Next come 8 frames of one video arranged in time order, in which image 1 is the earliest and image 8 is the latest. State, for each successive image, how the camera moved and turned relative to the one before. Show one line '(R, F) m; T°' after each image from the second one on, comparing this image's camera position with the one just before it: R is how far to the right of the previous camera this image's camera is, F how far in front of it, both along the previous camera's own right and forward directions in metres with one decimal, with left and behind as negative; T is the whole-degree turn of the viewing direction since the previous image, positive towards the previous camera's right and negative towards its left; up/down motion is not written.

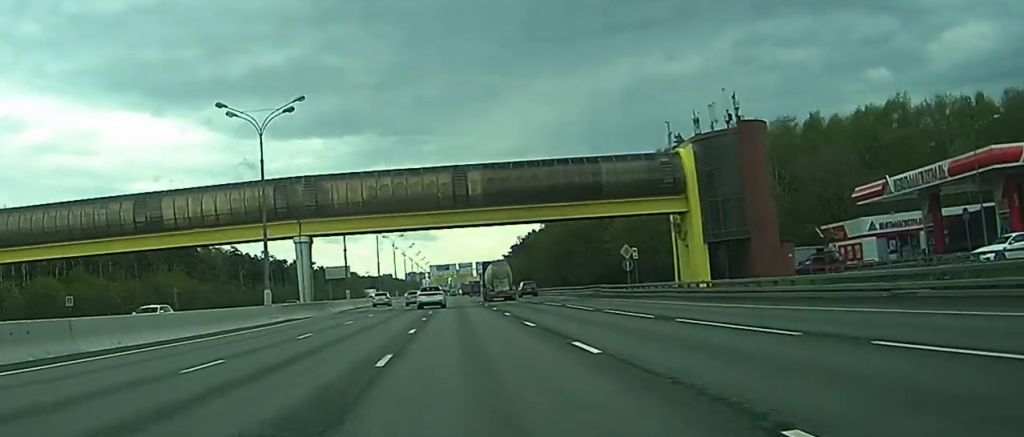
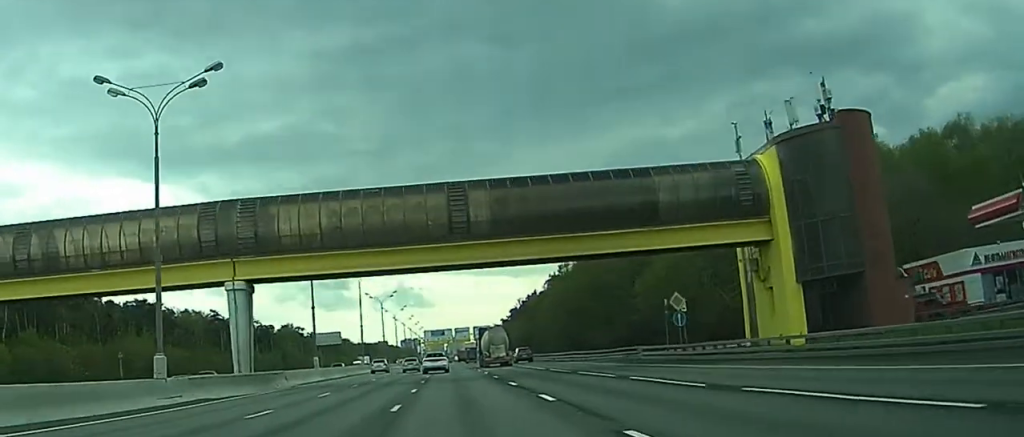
(0.0, +18.9) m; 0°
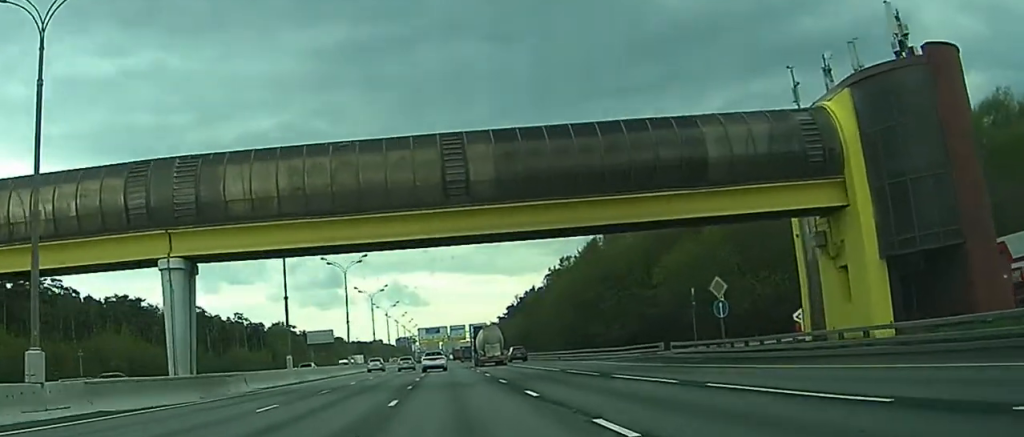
(0.0, +9.5) m; 0°
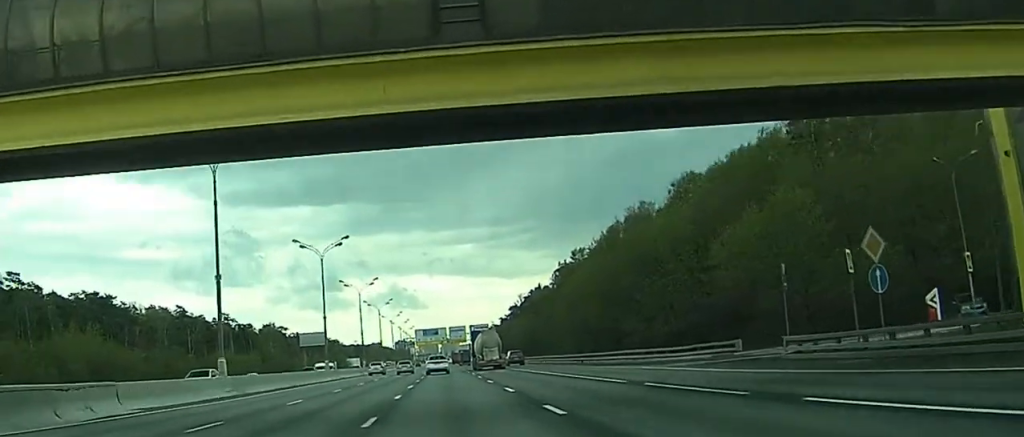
(0.0, +16.4) m; 0°
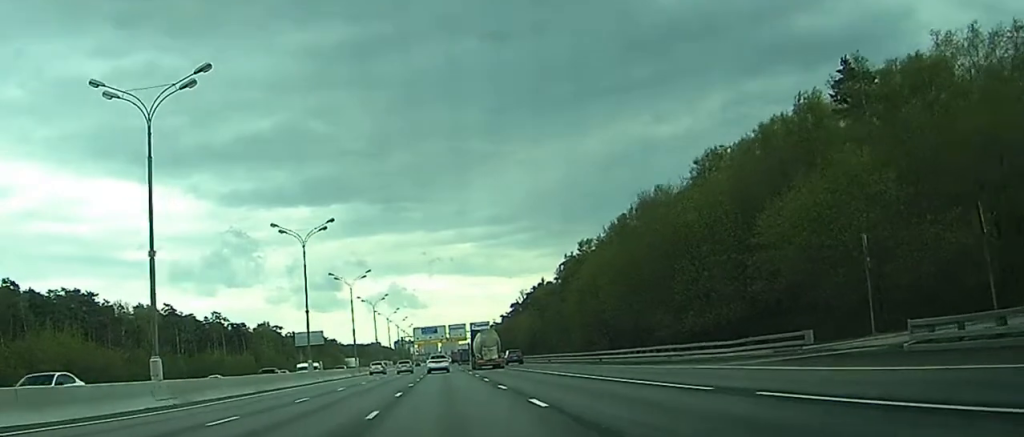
(0.0, +8.3) m; 0°
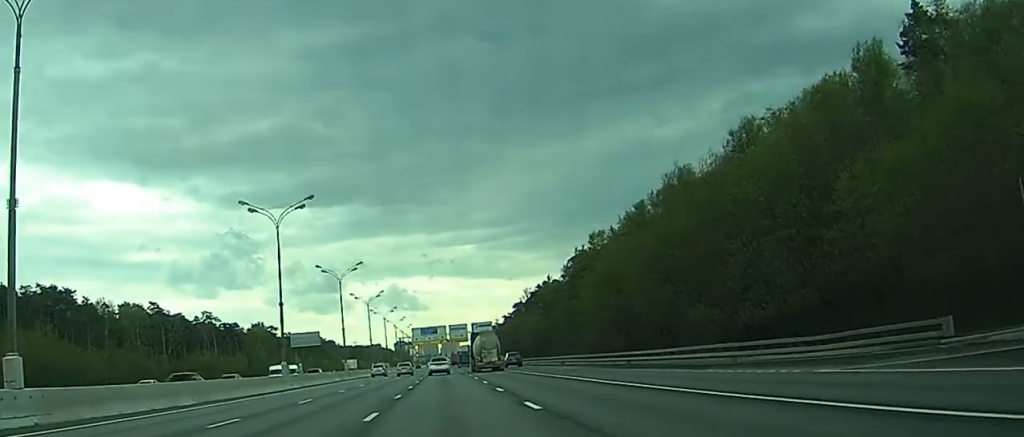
(0.0, +9.0) m; 0°
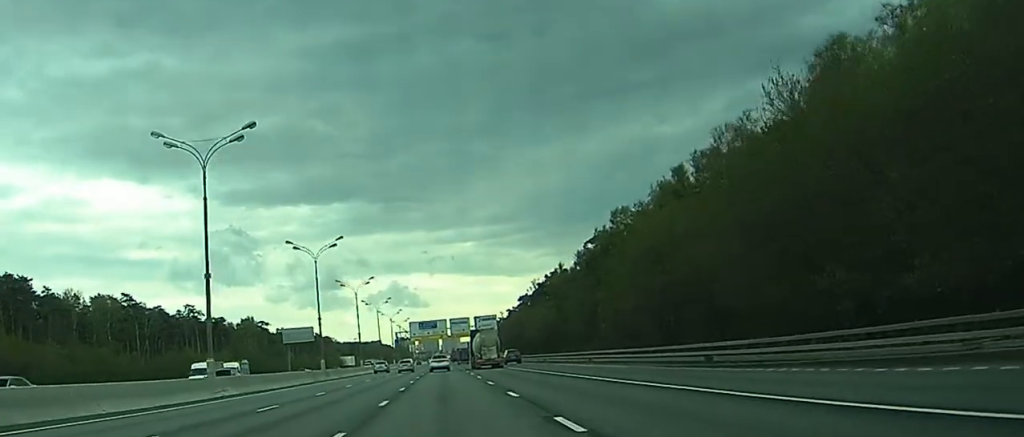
(-0.1, +13.6) m; -1°
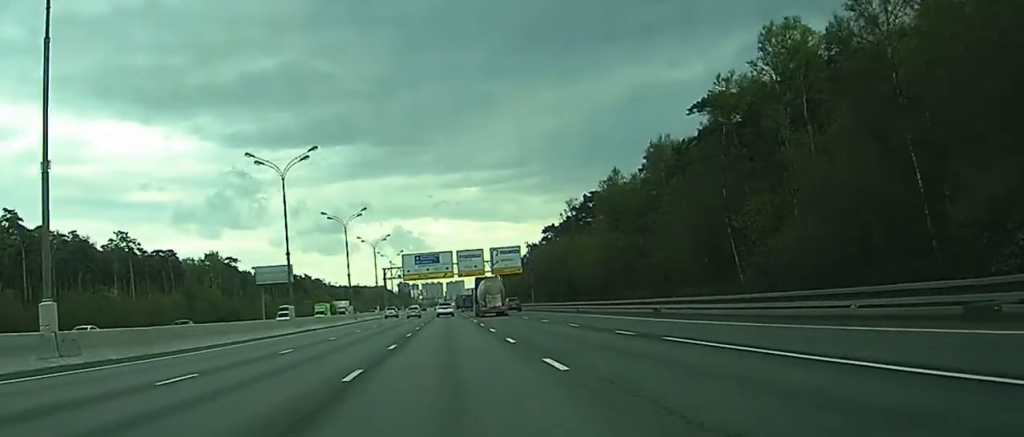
(-0.2, +45.0) m; 0°
